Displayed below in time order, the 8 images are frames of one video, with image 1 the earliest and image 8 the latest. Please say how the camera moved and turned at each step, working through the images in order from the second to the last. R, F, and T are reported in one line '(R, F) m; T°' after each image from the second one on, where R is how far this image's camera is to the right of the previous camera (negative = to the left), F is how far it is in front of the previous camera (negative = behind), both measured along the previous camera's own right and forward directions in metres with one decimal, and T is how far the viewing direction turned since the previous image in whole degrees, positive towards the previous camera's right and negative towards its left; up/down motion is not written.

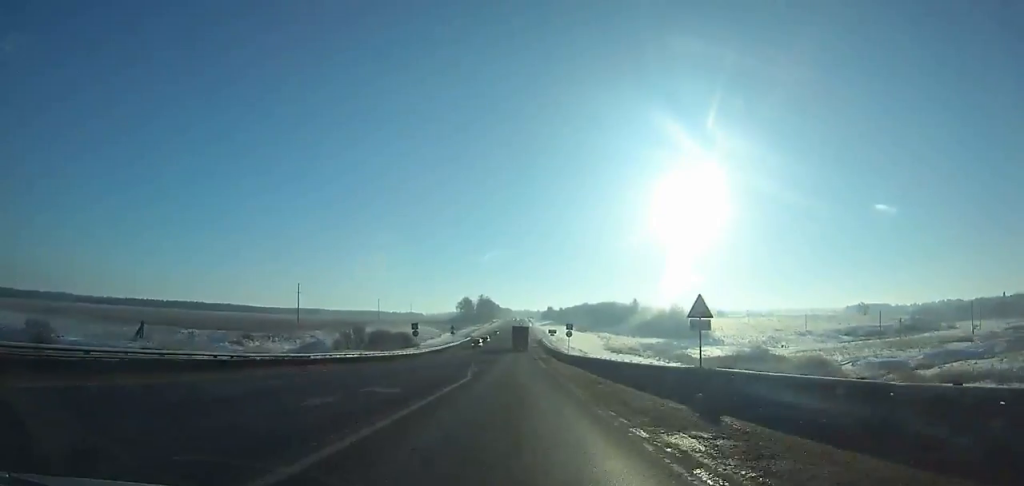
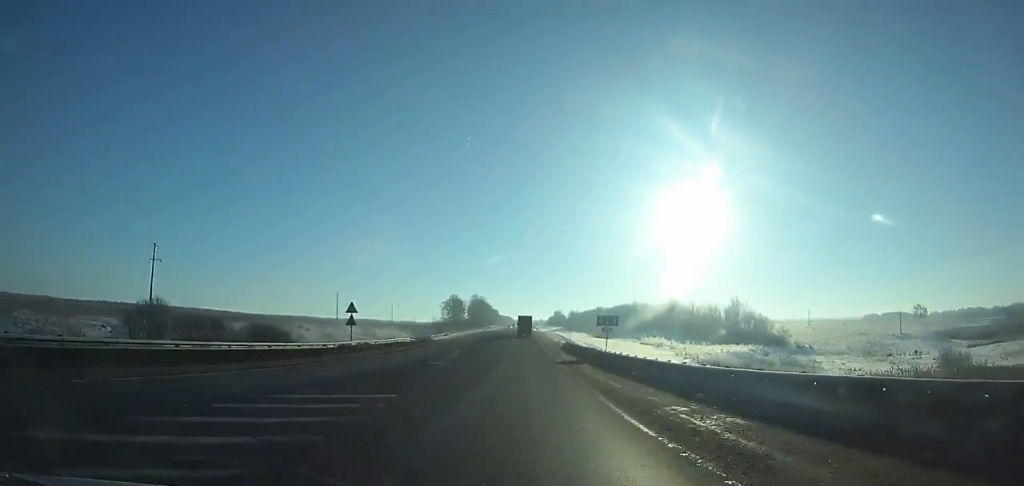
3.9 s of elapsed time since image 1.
(-0.1, +80.9) m; 0°
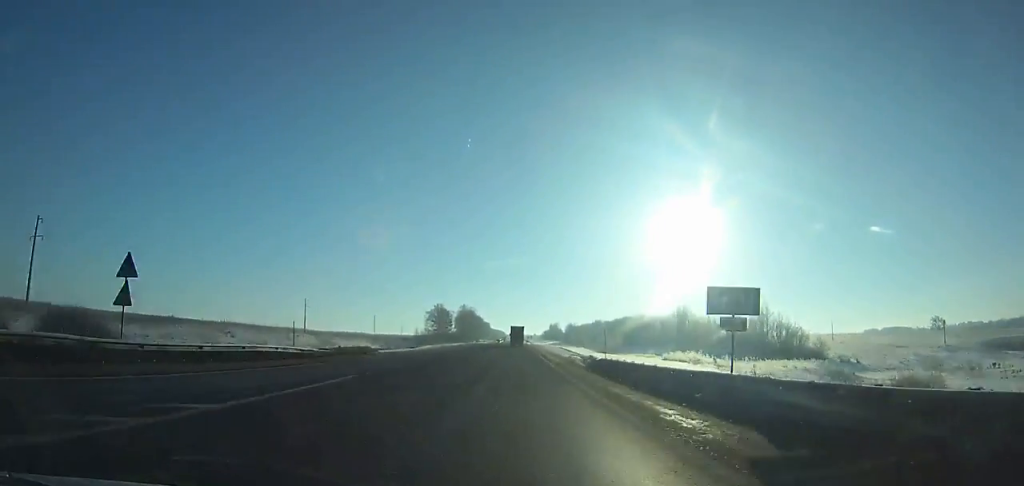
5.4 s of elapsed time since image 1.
(+0.1, +31.3) m; 0°
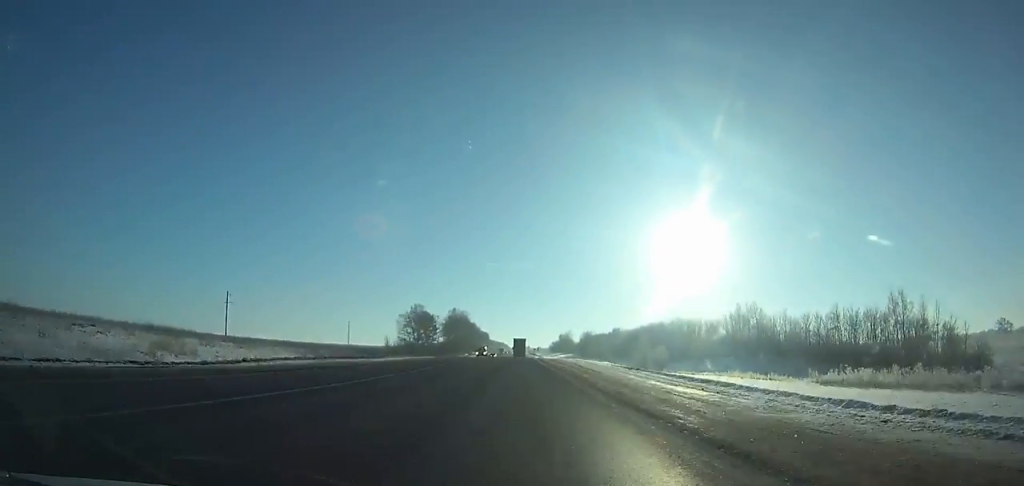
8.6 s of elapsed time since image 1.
(+0.1, +66.9) m; 0°
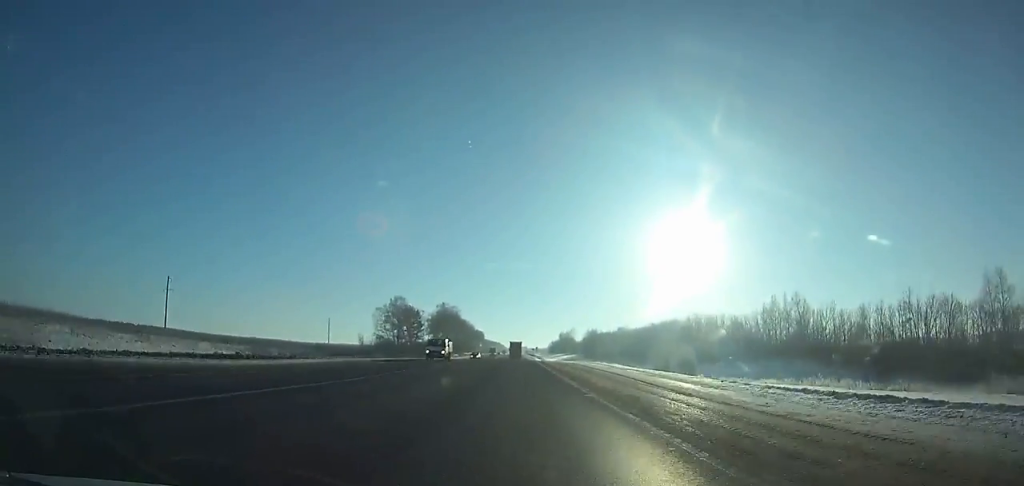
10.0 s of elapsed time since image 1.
(-0.1, +29.3) m; 0°
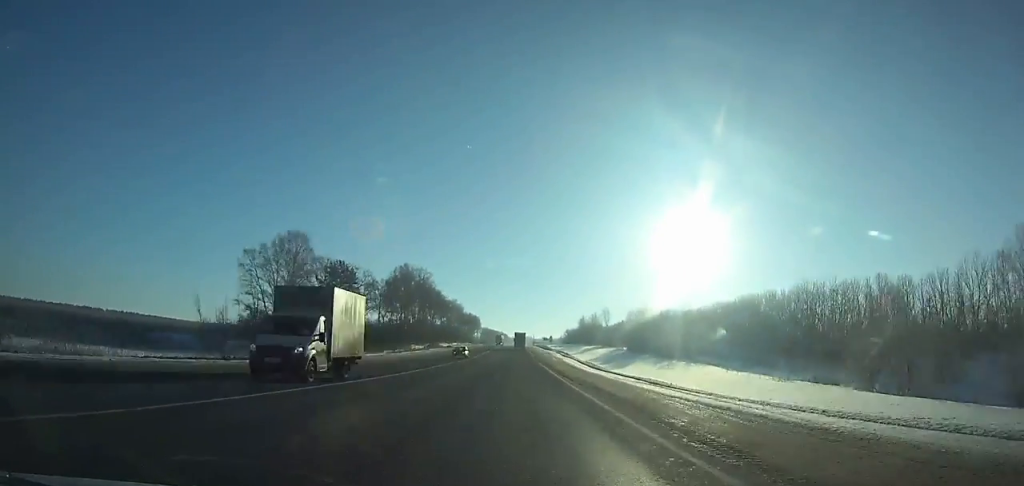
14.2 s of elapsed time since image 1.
(-0.2, +88.1) m; 0°
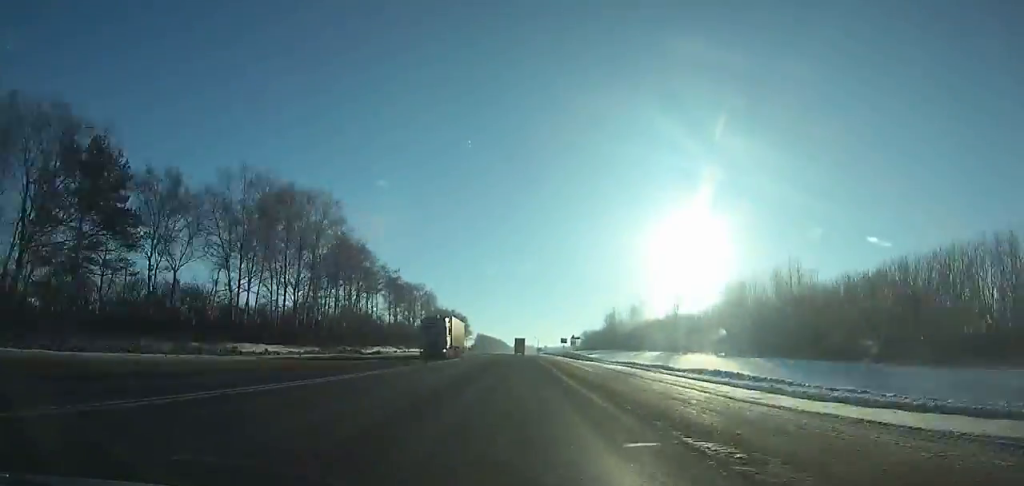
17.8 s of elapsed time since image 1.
(-0.4, +75.9) m; 0°
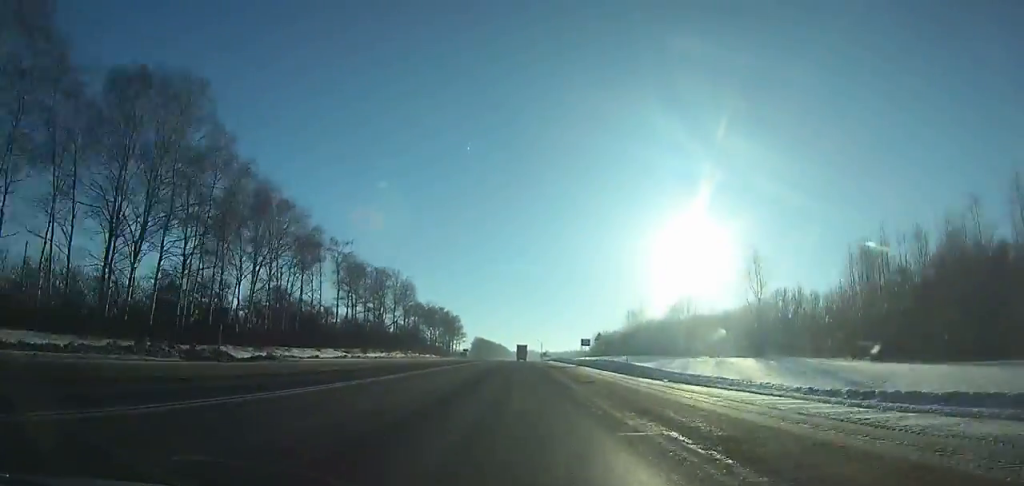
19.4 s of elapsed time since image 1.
(0.0, +33.8) m; 0°
